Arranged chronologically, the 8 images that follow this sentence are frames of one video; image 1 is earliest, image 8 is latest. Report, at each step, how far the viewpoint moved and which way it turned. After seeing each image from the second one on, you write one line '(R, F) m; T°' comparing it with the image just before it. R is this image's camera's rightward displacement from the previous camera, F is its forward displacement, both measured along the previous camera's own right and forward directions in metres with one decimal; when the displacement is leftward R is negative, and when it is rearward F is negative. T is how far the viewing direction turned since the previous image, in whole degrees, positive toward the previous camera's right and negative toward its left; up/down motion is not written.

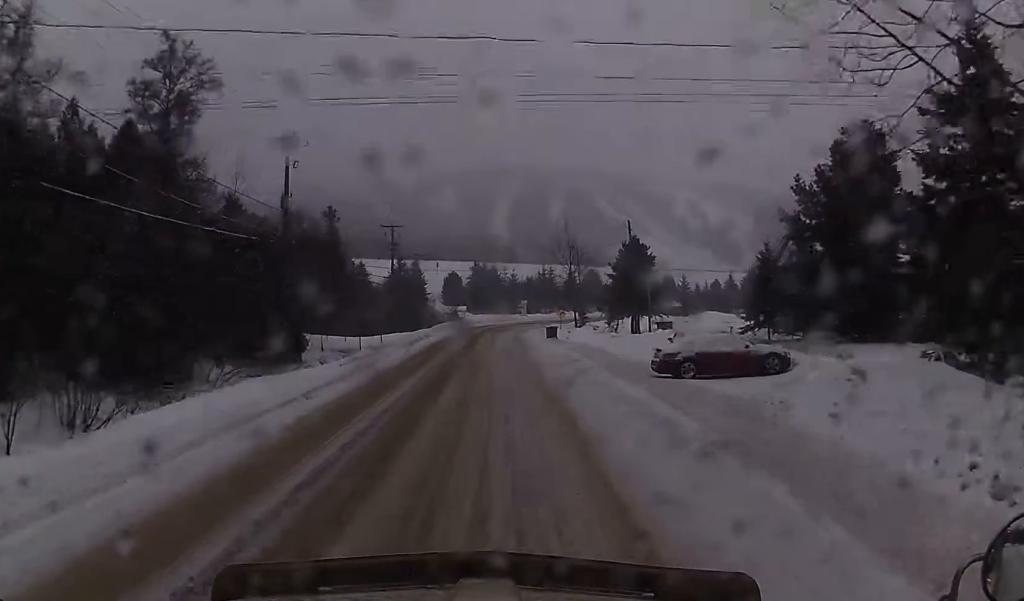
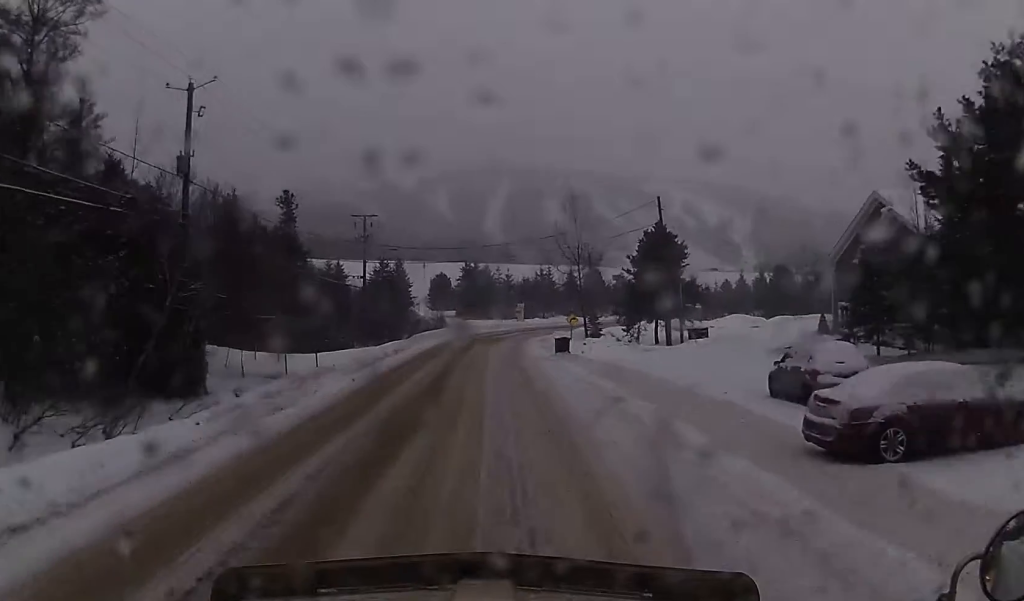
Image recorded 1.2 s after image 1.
(+0.5, +14.5) m; +3°
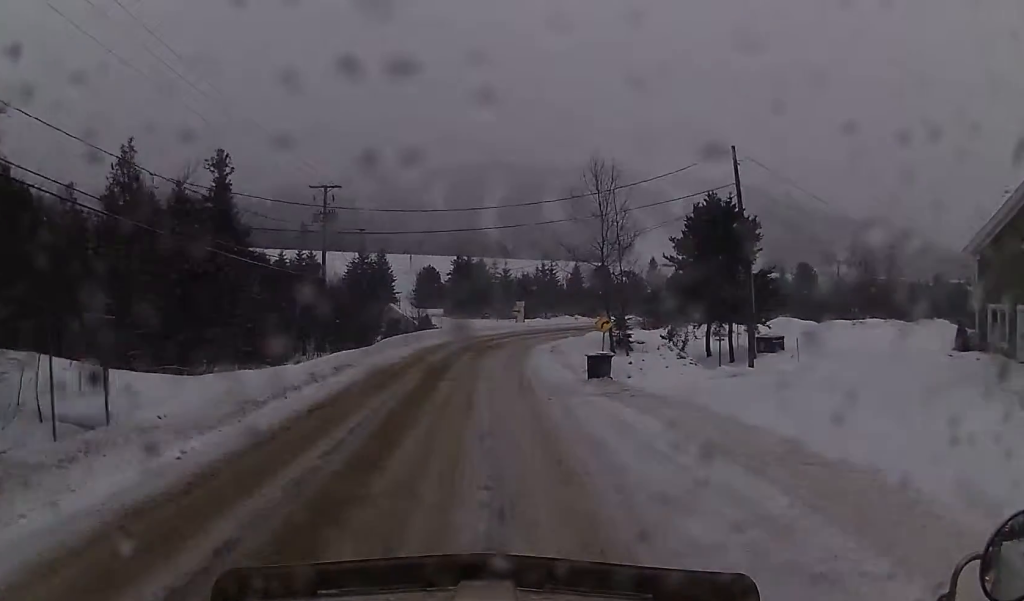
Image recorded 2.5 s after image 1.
(+0.3, +15.9) m; +2°
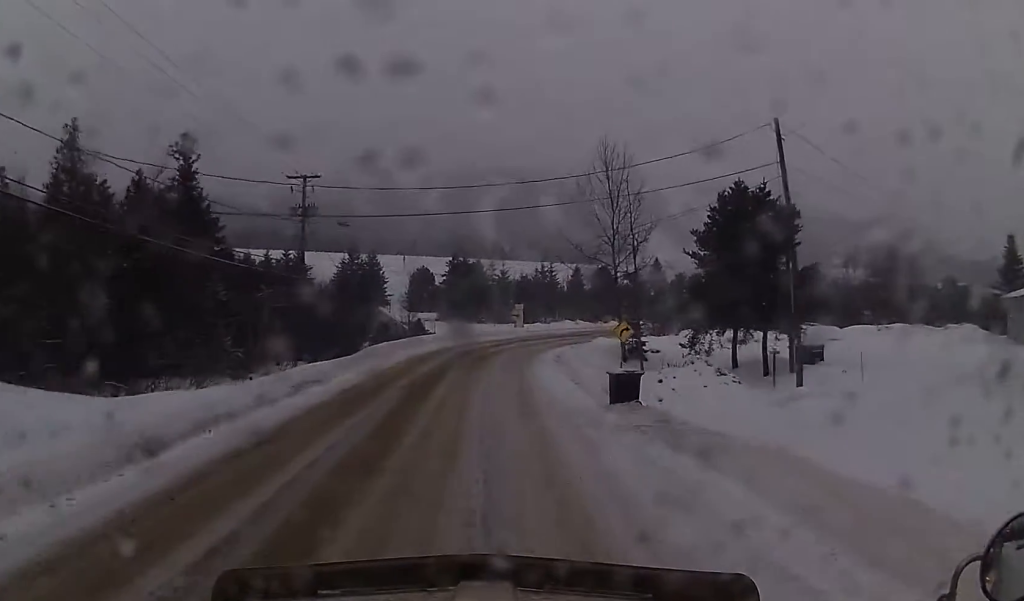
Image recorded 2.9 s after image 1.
(+0.1, +5.4) m; 0°
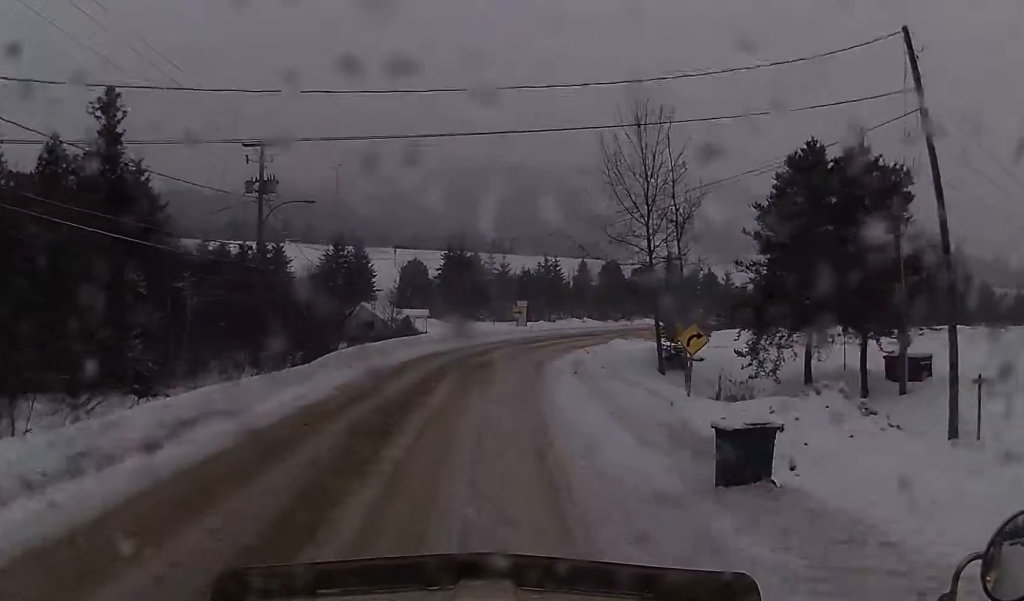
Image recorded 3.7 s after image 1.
(-0.1, +9.6) m; 0°
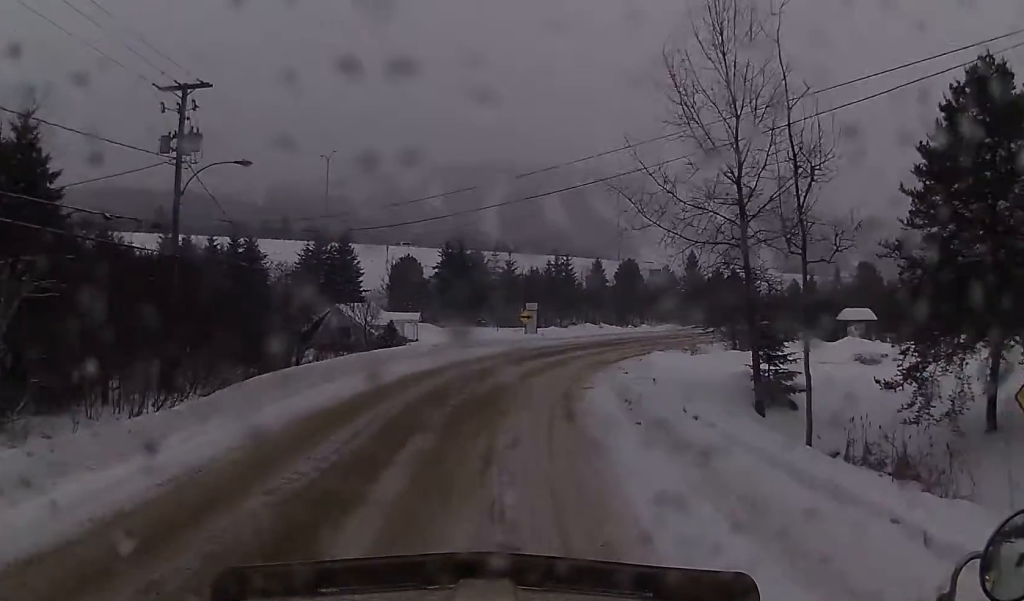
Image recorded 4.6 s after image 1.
(0.0, +12.0) m; 0°
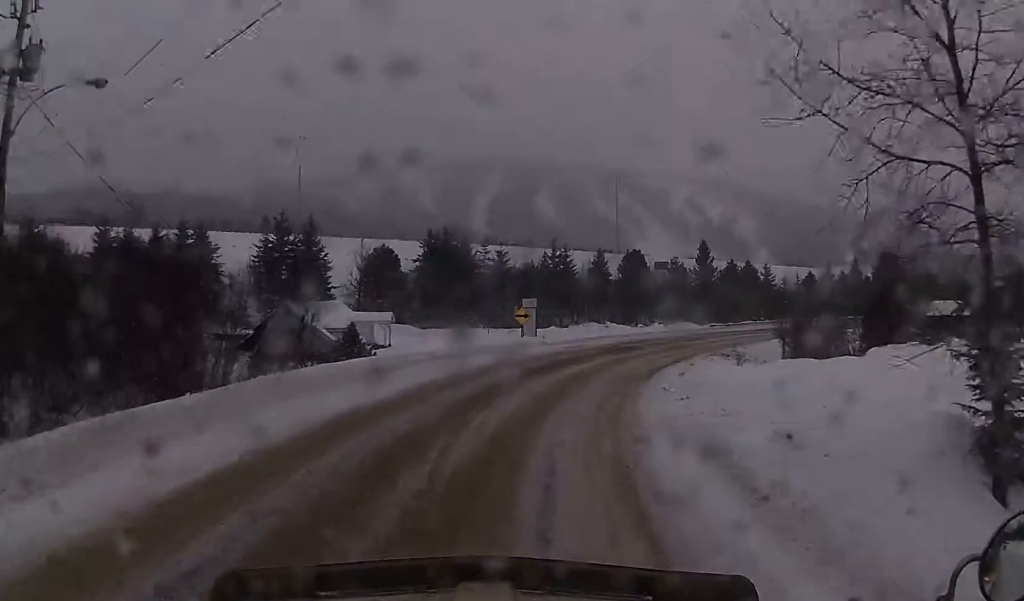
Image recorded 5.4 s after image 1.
(0.0, +11.7) m; 0°
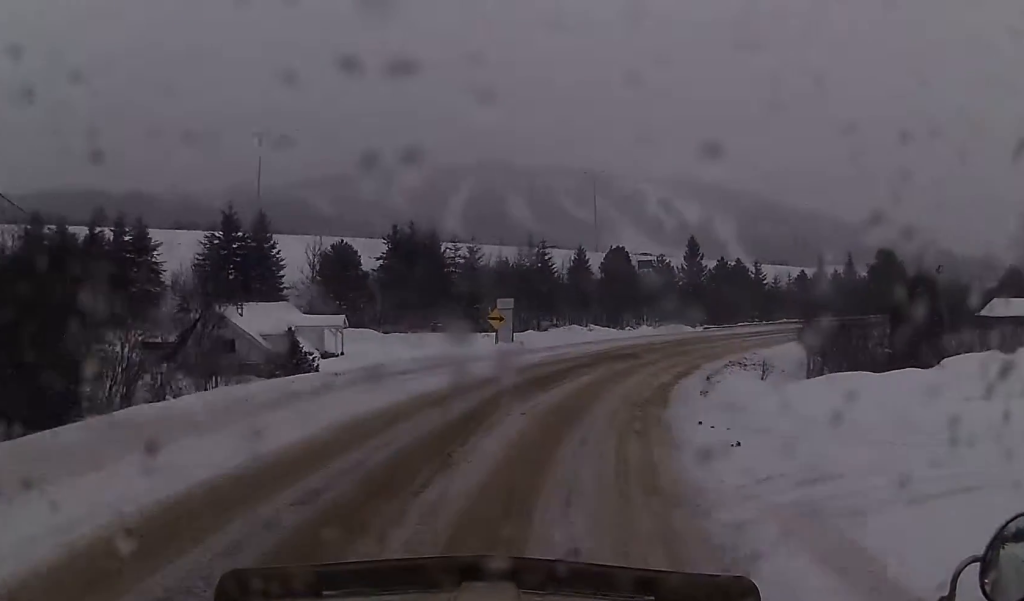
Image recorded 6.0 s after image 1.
(0.0, +7.7) m; 0°
